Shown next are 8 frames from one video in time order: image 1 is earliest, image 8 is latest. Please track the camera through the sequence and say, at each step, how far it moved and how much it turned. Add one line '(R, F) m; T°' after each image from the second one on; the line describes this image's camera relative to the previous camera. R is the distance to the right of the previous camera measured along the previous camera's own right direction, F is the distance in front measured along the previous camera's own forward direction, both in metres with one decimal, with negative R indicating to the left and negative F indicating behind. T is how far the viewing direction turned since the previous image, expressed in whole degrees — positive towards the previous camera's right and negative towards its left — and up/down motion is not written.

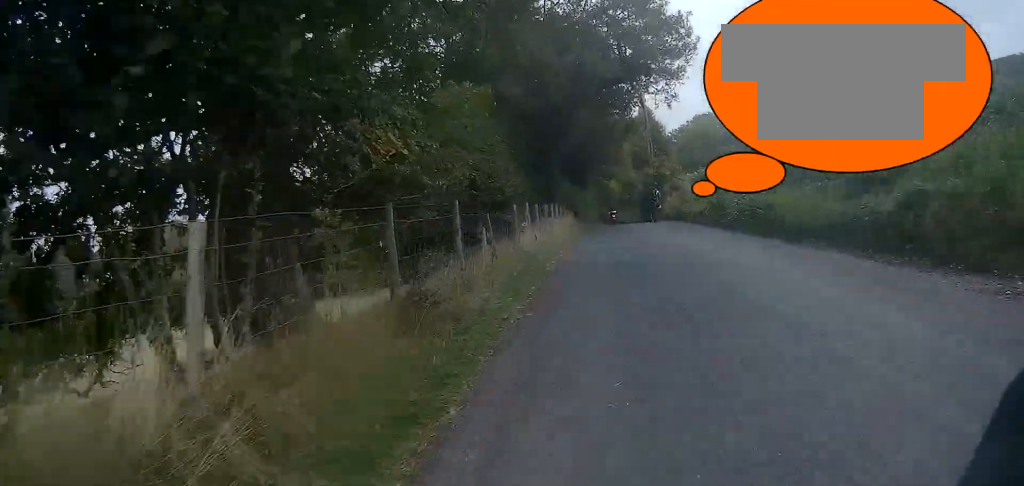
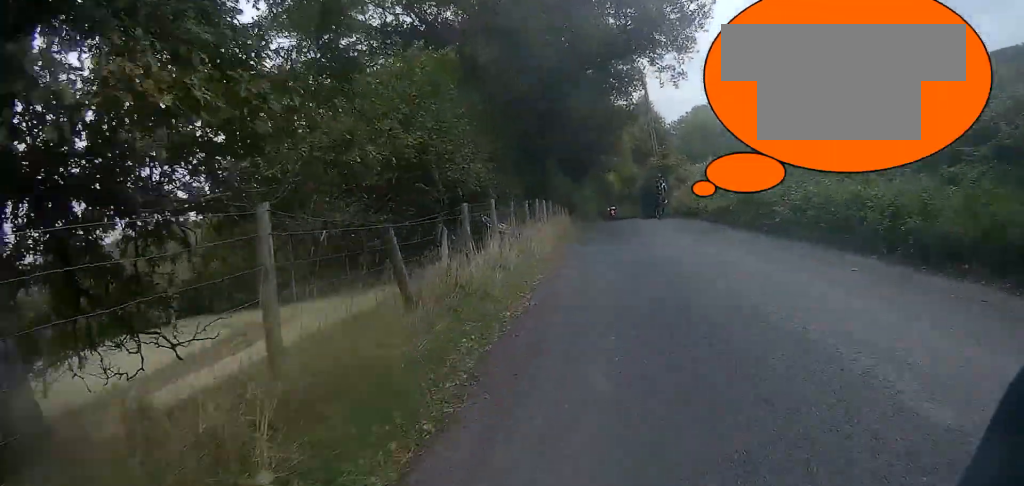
(-0.1, +4.3) m; 0°
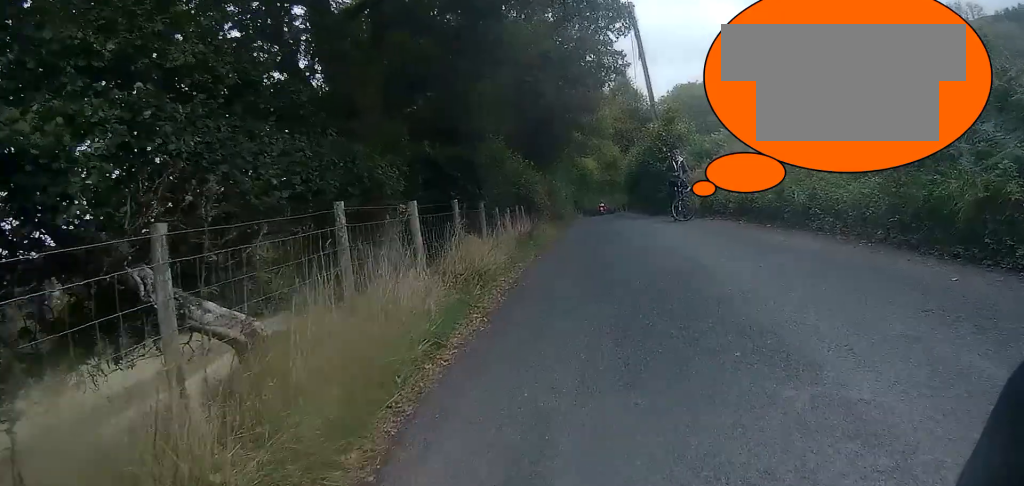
(+0.2, +12.3) m; +3°
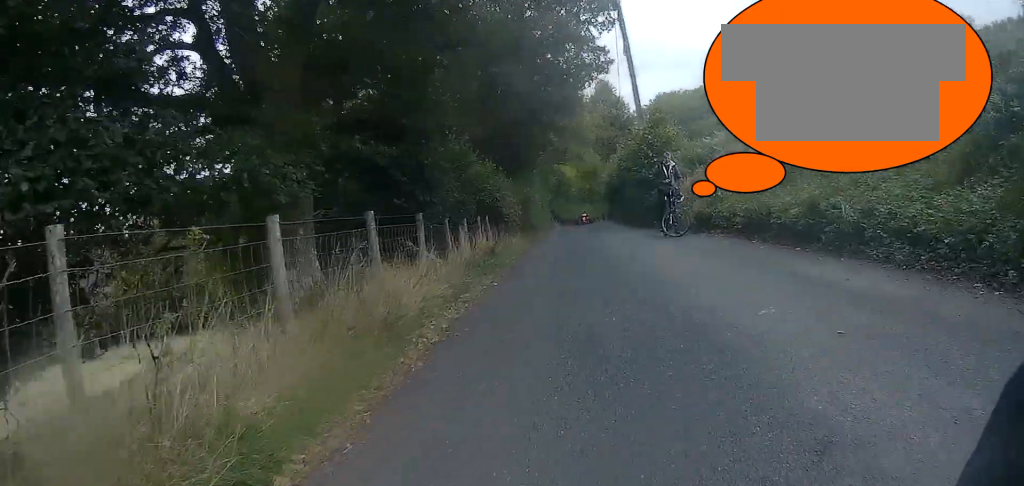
(-0.1, +3.0) m; +2°
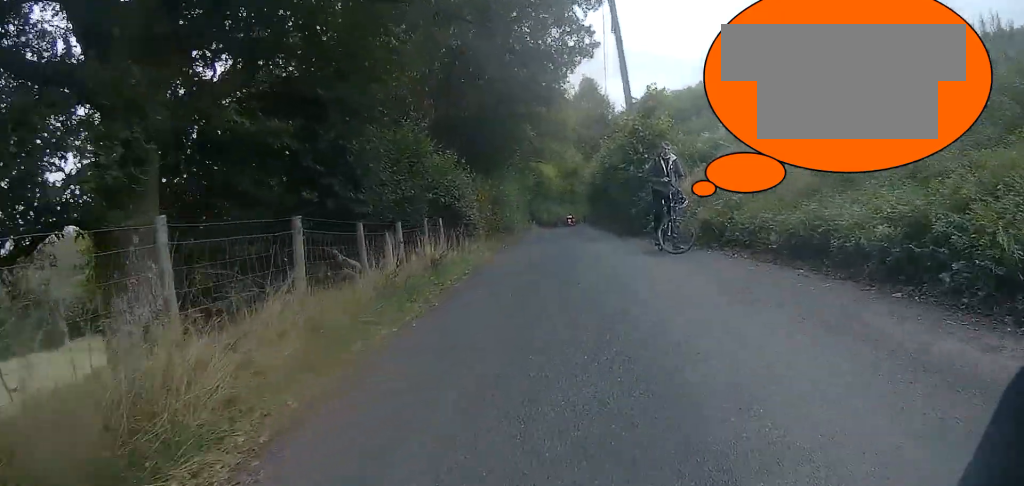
(+0.2, +3.2) m; +3°
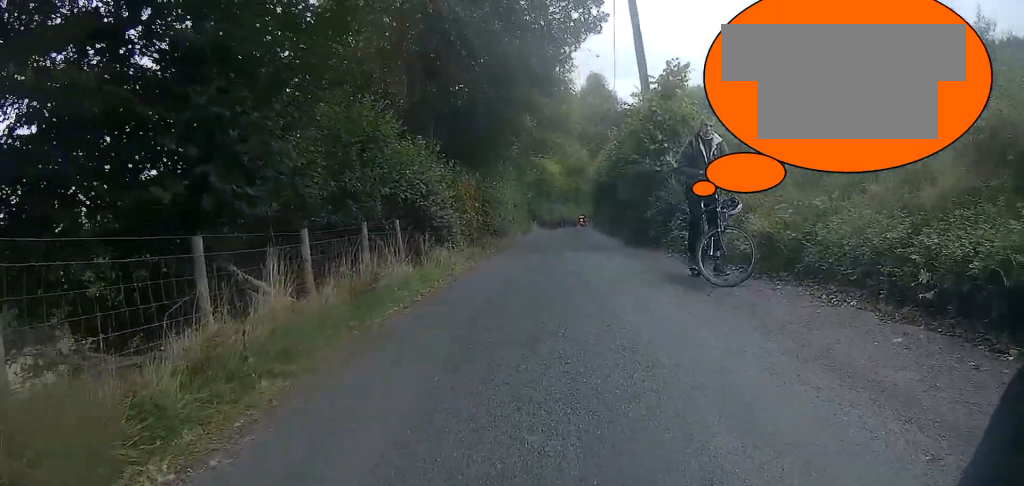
(+0.1, +3.5) m; +1°
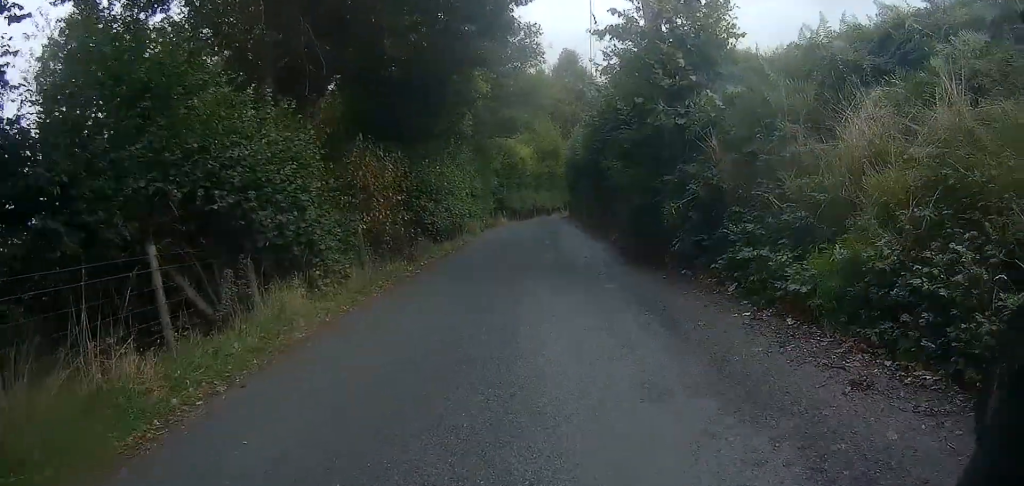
(0.0, +6.6) m; +1°
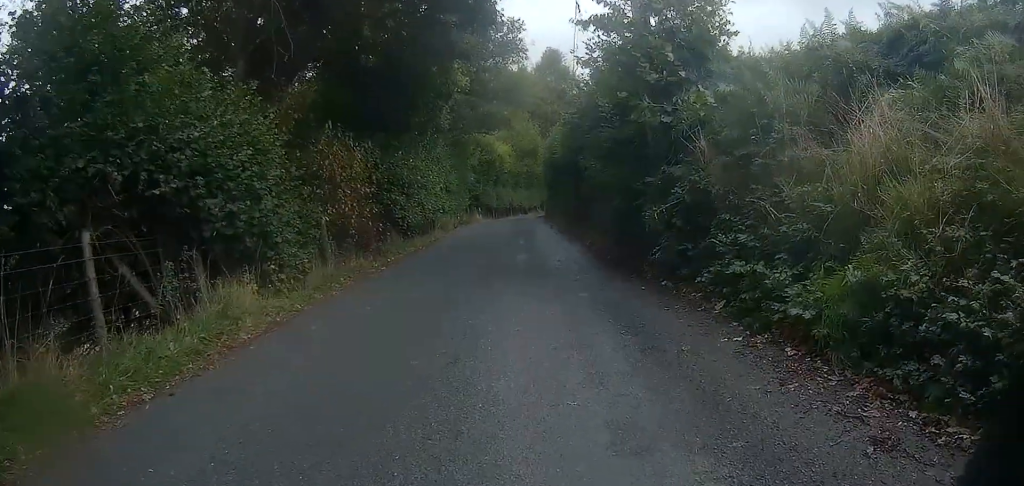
(+0.1, +1.0) m; 0°
